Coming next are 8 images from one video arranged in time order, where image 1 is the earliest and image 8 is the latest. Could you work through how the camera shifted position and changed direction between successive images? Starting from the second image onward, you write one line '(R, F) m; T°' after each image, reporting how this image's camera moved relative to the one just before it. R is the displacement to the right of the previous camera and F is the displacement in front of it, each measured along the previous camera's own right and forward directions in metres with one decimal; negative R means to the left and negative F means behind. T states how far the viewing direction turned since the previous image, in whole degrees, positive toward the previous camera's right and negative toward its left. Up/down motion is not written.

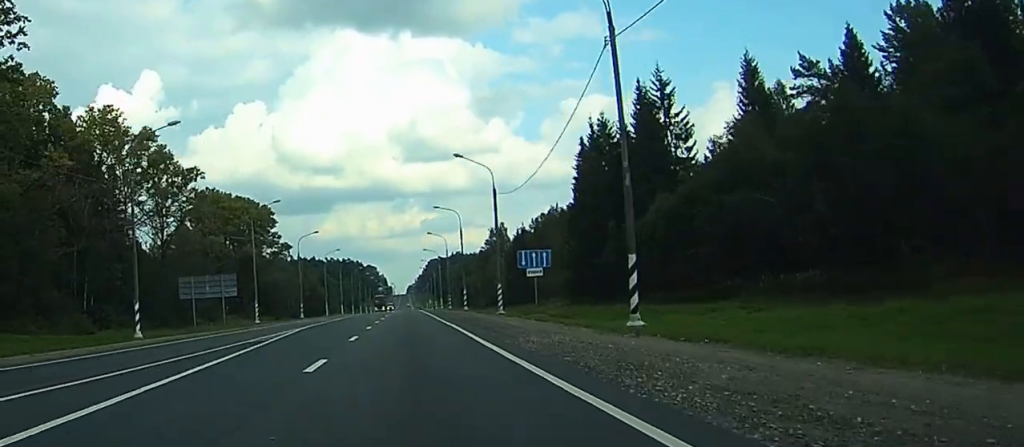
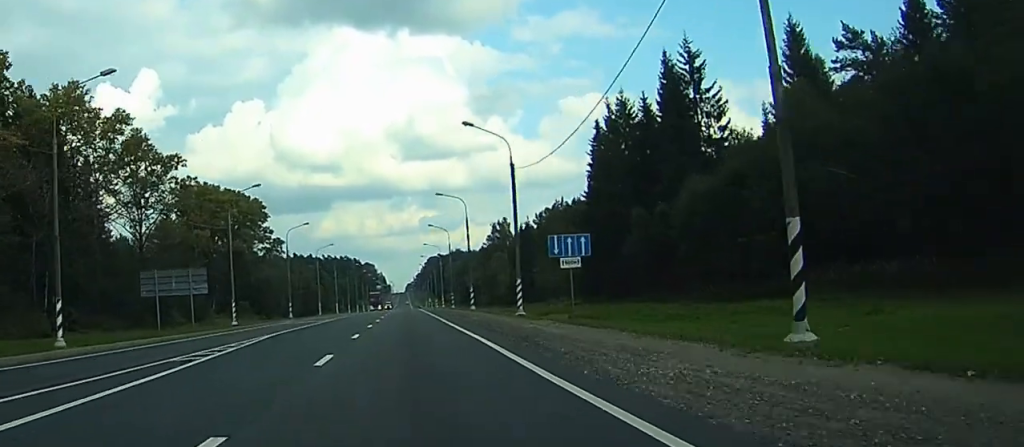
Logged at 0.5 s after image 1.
(0.0, +10.5) m; 0°
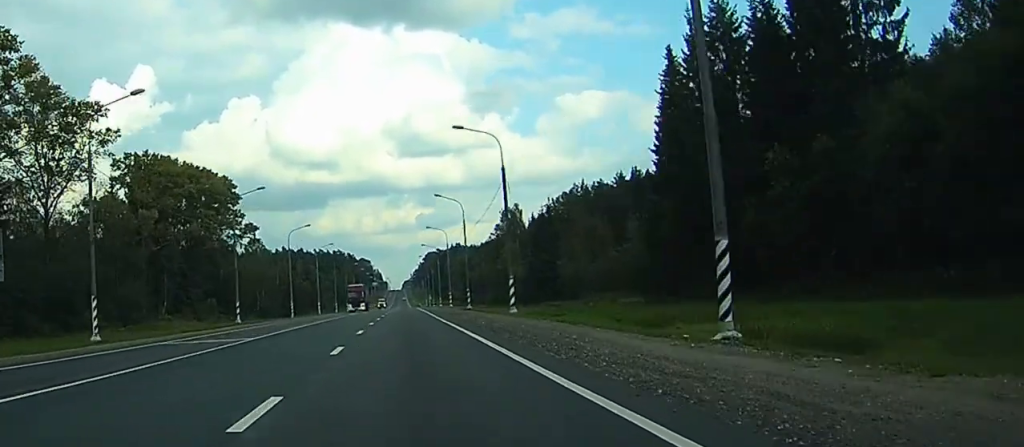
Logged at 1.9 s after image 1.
(+0.3, +32.2) m; 0°
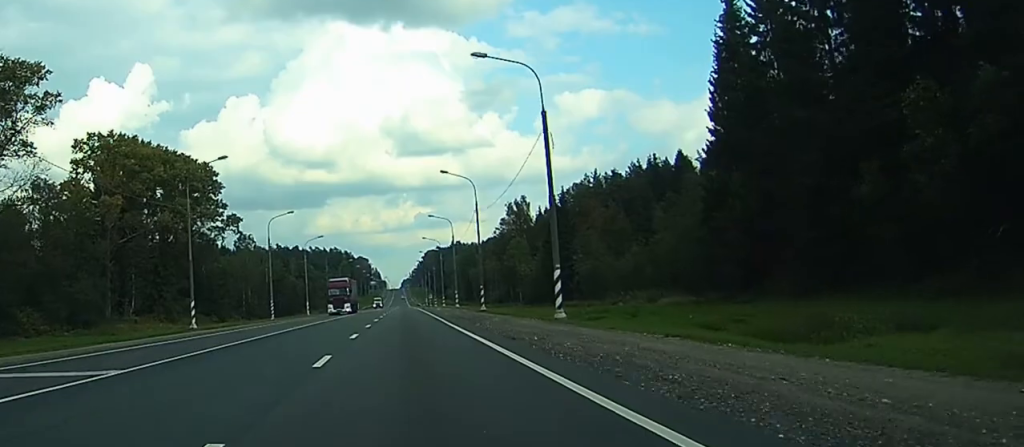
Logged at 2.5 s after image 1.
(0.0, +15.5) m; 0°
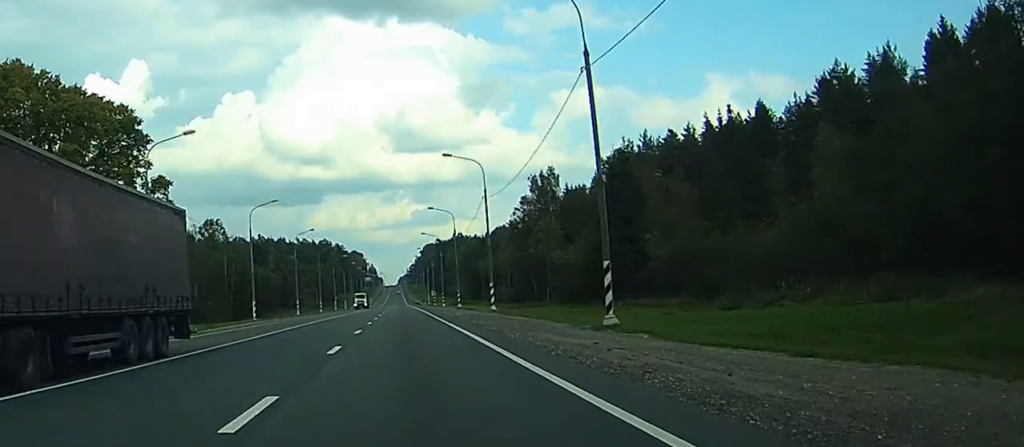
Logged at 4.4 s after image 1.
(0.0, +43.8) m; 0°
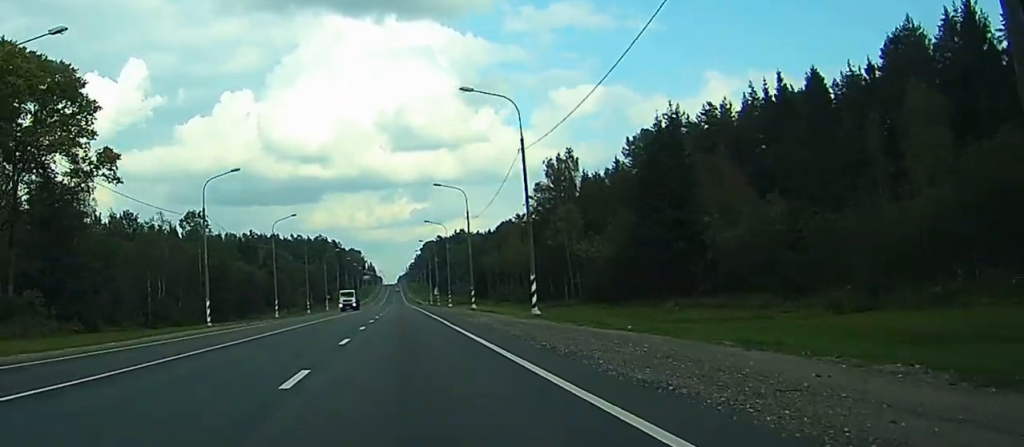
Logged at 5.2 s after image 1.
(-0.1, +19.6) m; 0°
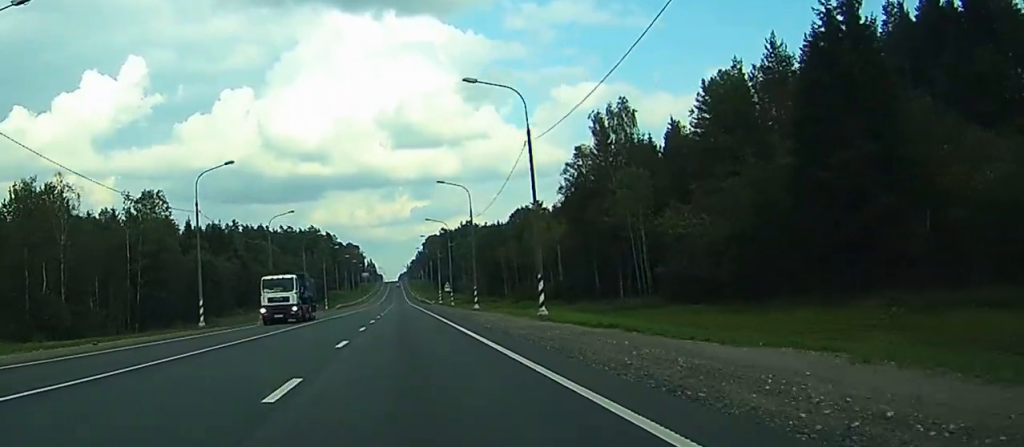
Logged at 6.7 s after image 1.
(0.0, +37.5) m; 0°
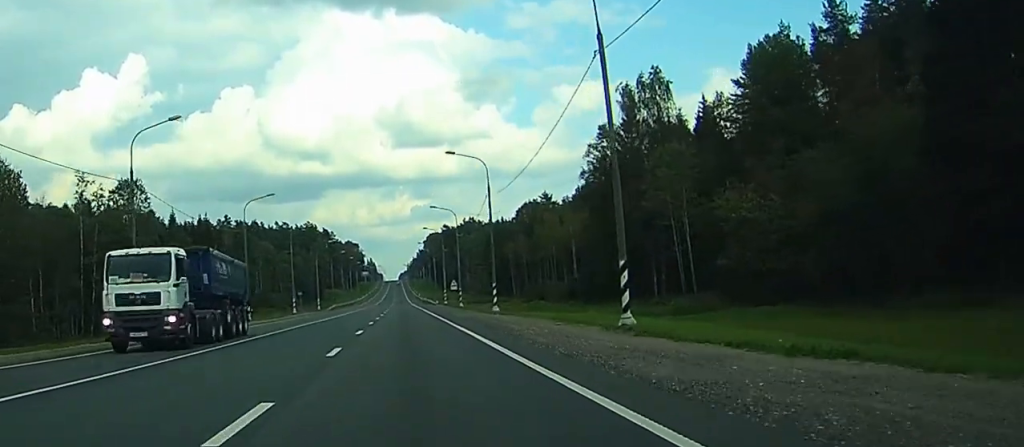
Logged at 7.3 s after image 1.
(0.0, +15.2) m; 0°
